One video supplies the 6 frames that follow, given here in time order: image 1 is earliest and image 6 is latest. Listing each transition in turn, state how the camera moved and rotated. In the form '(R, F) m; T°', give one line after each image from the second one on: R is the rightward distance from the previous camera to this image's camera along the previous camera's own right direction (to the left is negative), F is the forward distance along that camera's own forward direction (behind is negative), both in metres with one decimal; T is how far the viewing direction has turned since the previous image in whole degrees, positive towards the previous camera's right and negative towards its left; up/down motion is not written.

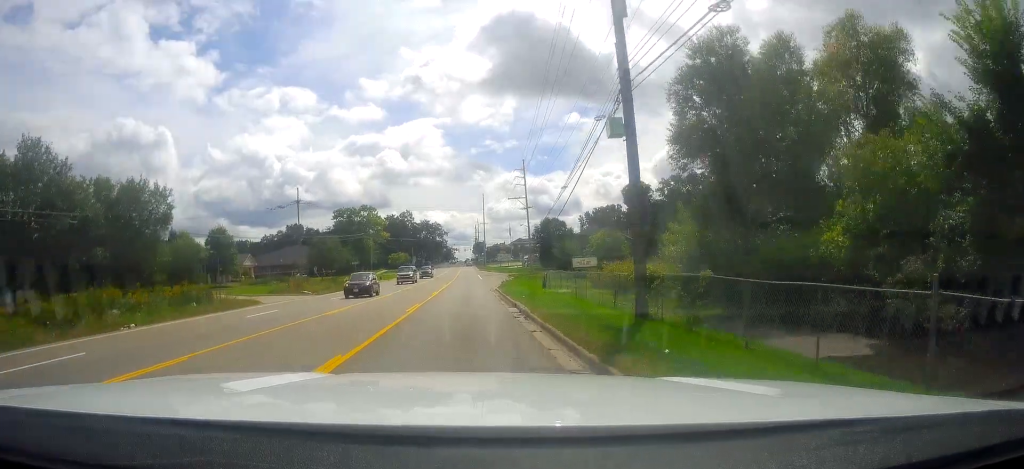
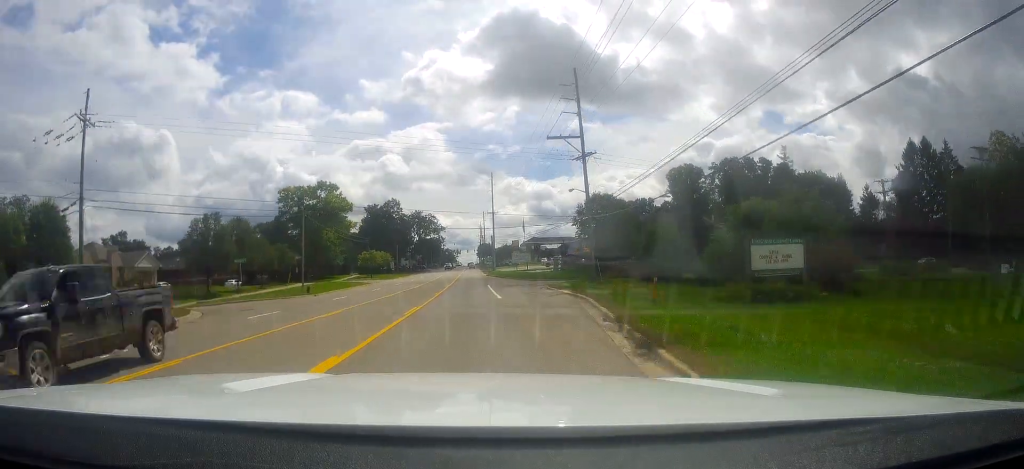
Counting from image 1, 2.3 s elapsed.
(-0.2, +46.1) m; 0°
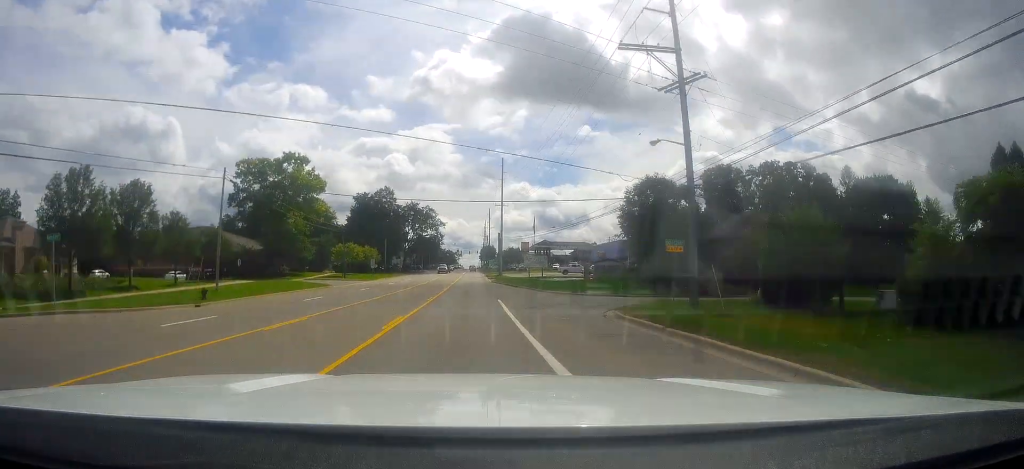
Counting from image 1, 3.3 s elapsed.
(-0.6, +22.2) m; 0°
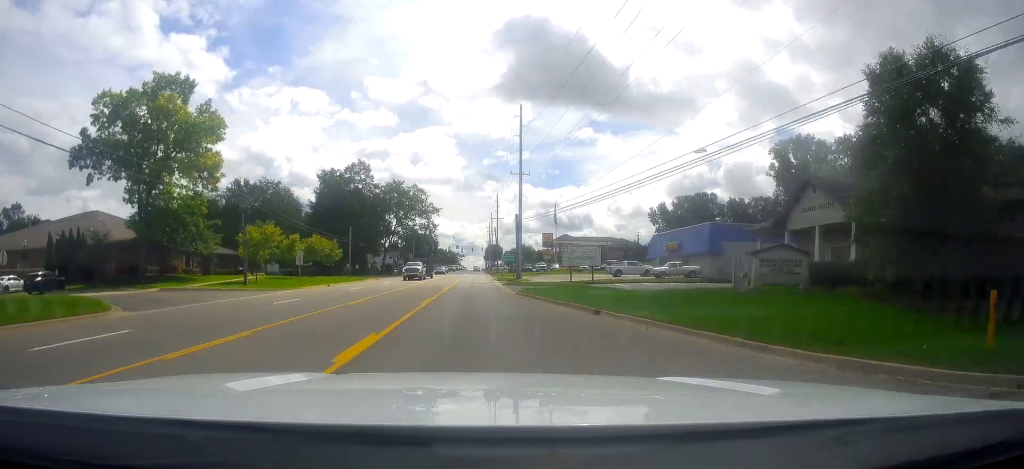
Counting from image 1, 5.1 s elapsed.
(+0.6, +36.5) m; -1°
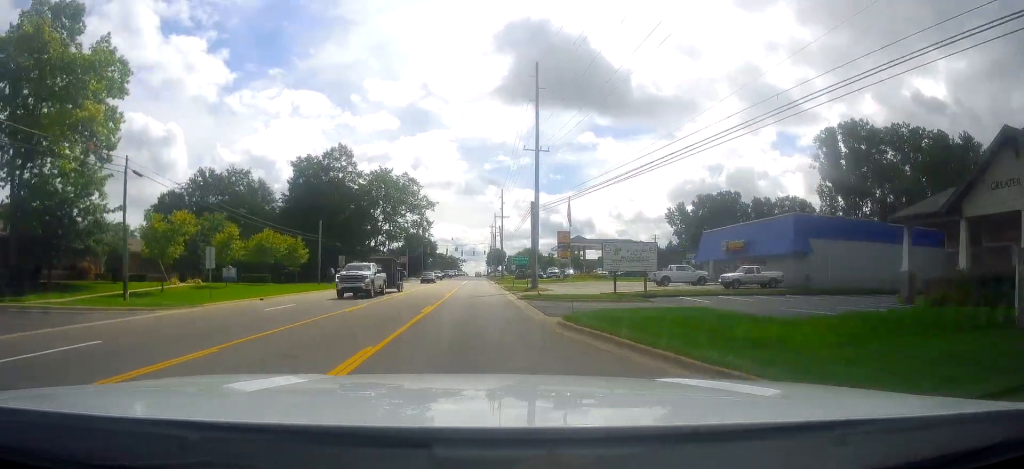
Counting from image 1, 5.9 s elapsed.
(-0.3, +17.1) m; -1°
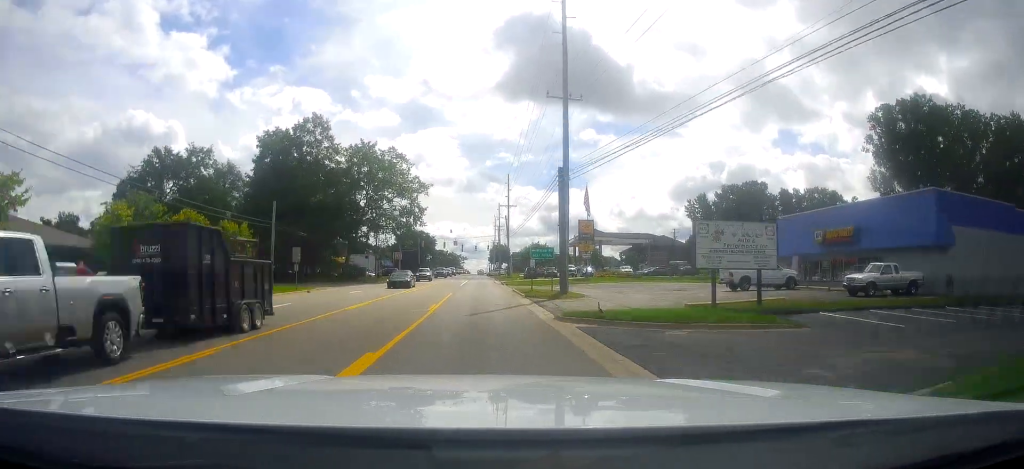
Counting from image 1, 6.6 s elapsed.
(-0.1, +16.3) m; 0°
